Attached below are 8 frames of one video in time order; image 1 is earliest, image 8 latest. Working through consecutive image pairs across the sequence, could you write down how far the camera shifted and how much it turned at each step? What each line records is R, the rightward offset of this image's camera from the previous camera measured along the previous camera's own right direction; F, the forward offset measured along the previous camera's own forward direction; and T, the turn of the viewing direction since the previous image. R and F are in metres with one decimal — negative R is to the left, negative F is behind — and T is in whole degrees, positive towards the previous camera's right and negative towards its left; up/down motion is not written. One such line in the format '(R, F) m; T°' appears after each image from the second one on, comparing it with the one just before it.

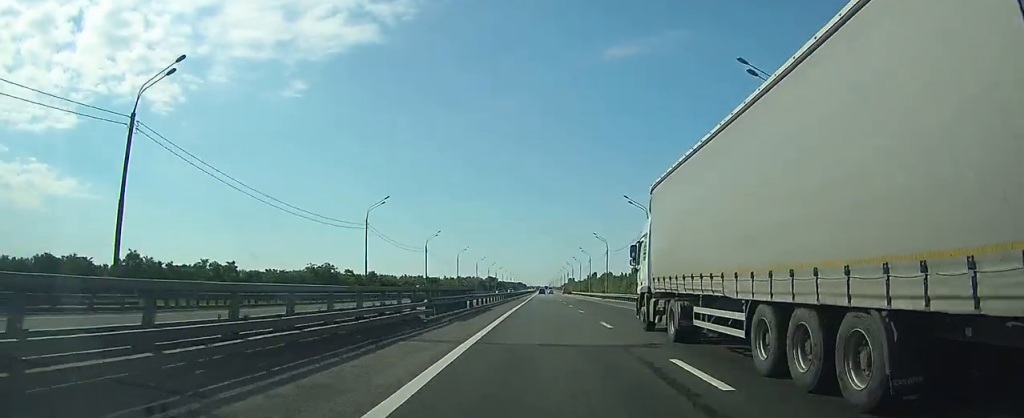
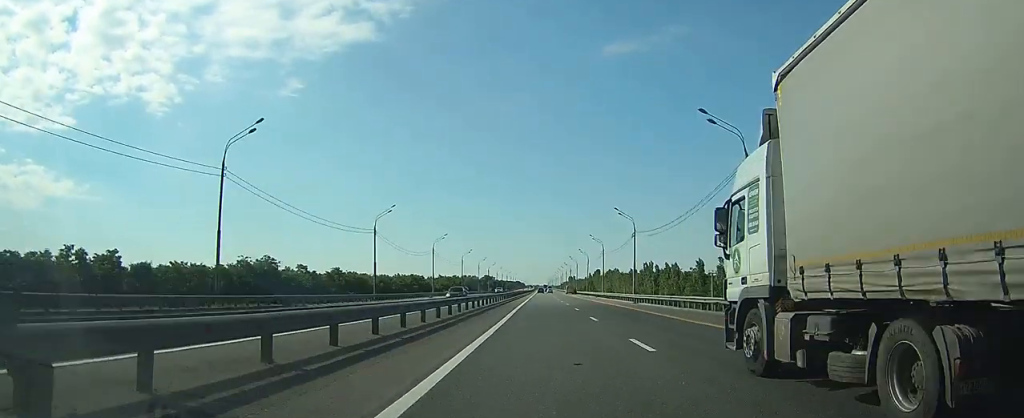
(0.0, +30.8) m; 0°
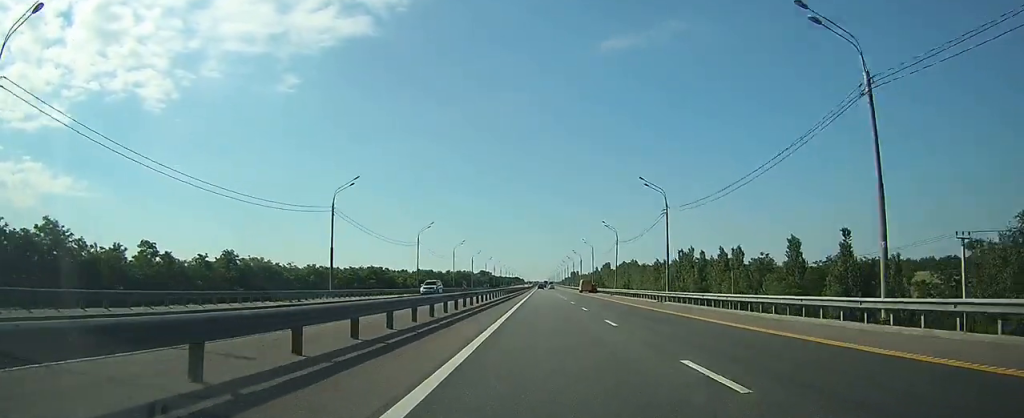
(-0.1, +53.4) m; 0°
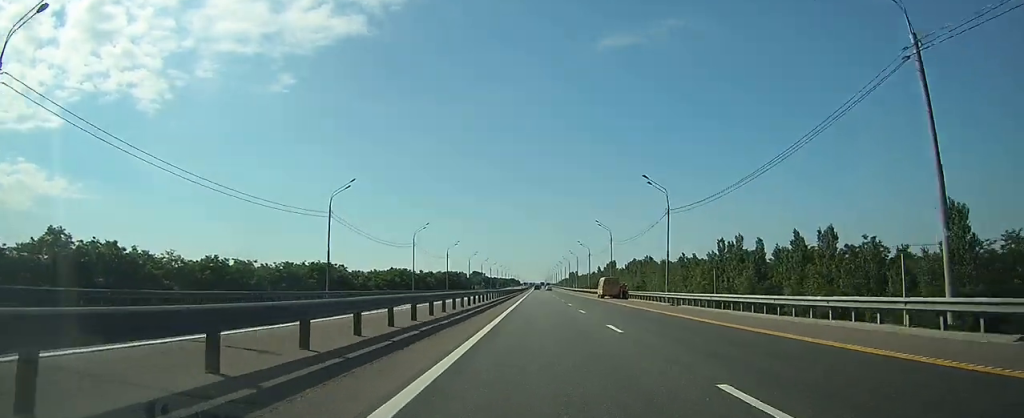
(0.0, +38.5) m; 0°
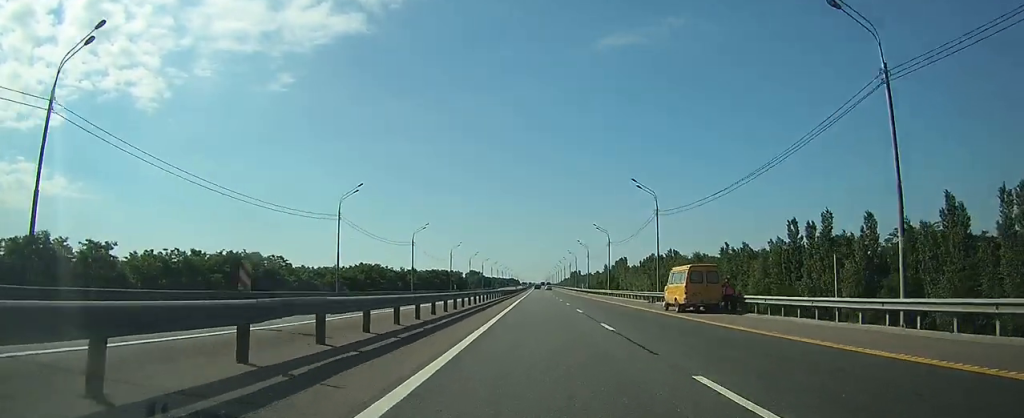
(+0.1, +35.1) m; 0°
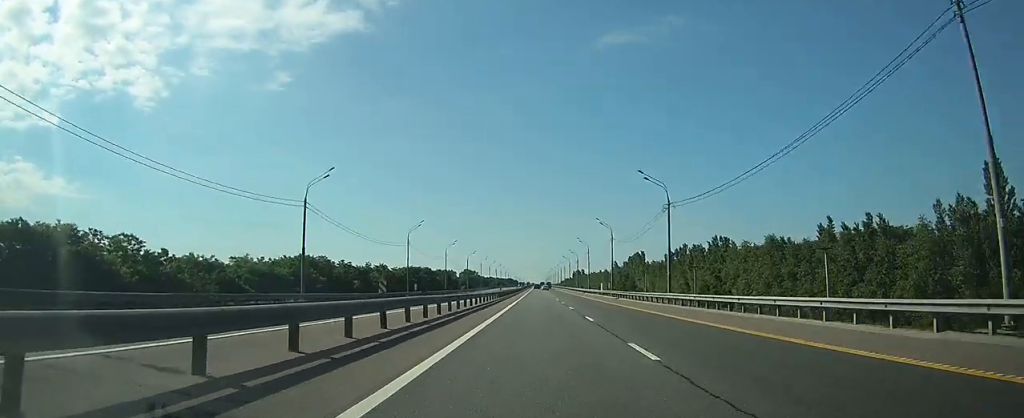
(0.0, +42.9) m; 0°
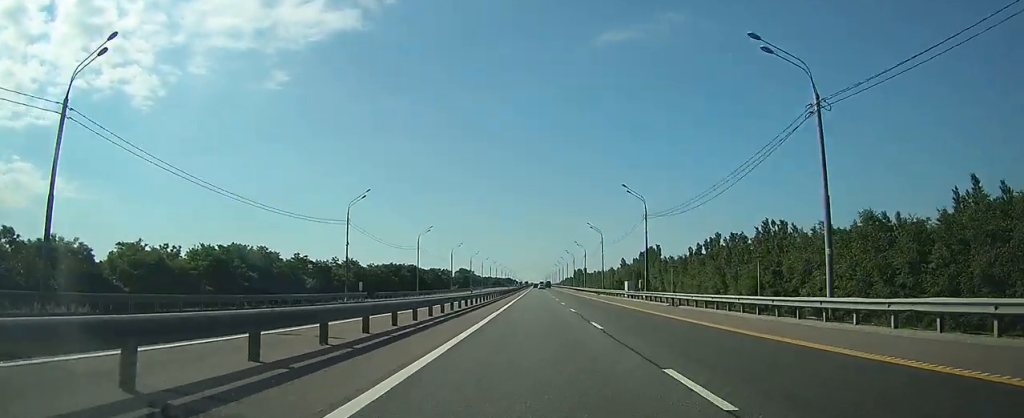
(0.0, +28.2) m; 0°
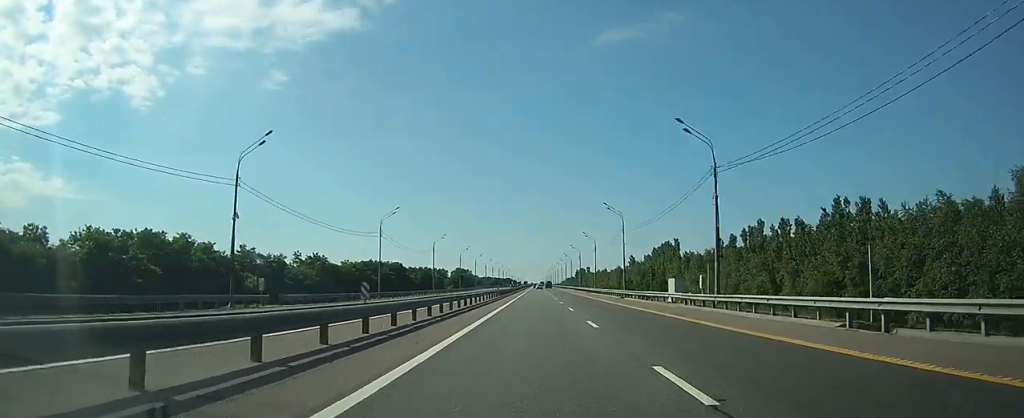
(+0.1, +23.7) m; 0°
